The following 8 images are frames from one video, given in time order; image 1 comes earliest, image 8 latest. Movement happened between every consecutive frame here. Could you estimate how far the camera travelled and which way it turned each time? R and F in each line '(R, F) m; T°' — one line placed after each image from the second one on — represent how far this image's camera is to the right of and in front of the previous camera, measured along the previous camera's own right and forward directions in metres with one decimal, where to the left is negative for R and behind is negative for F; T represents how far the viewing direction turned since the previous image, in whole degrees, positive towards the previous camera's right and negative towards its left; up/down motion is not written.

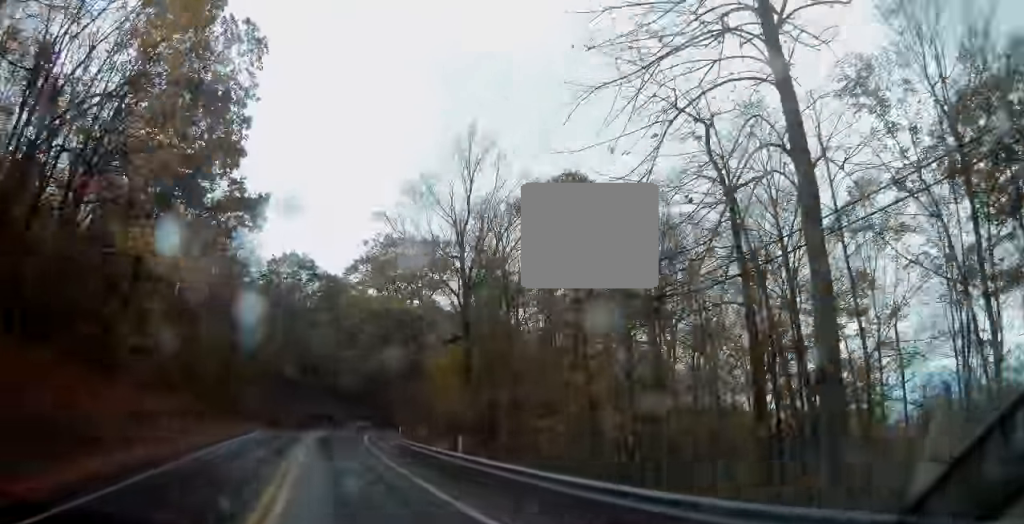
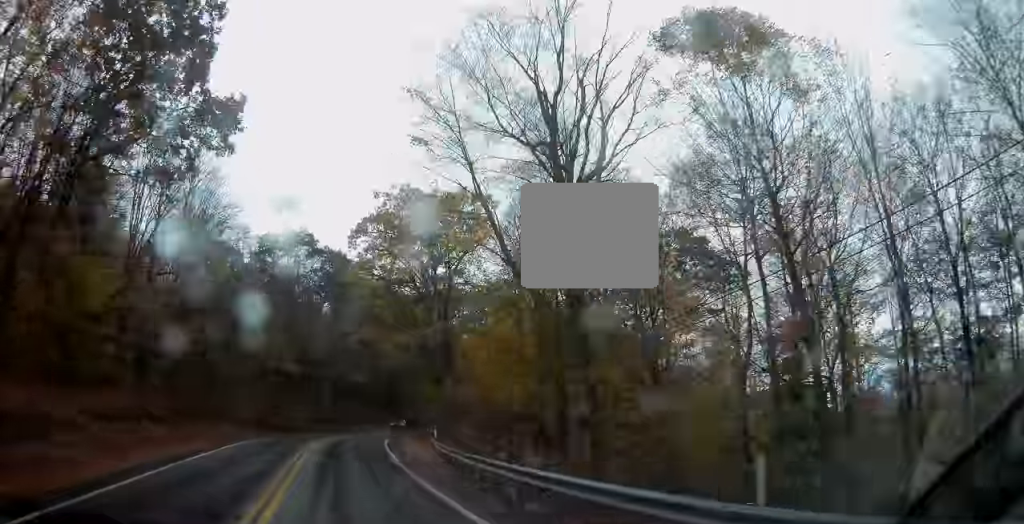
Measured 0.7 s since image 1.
(0.0, +12.9) m; -1°
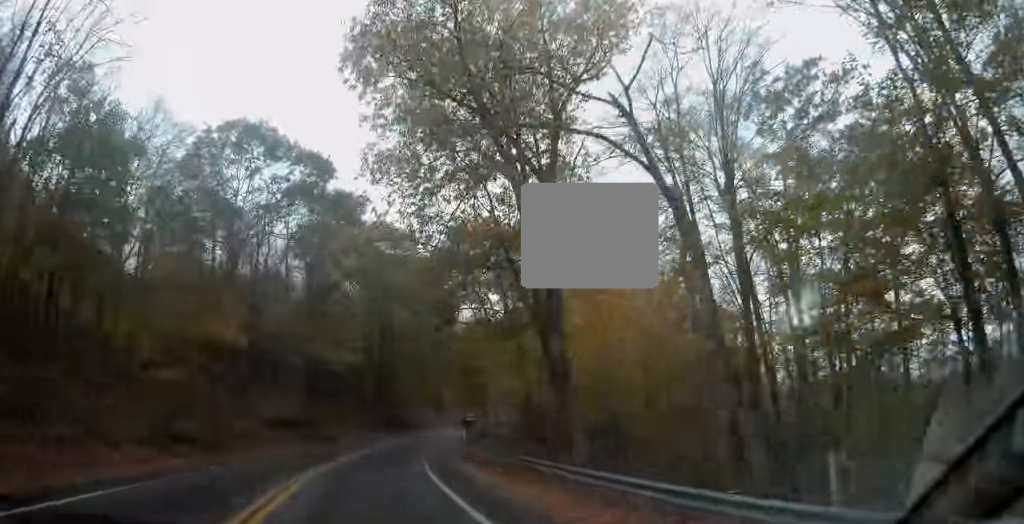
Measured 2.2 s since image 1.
(-0.1, +27.9) m; +2°
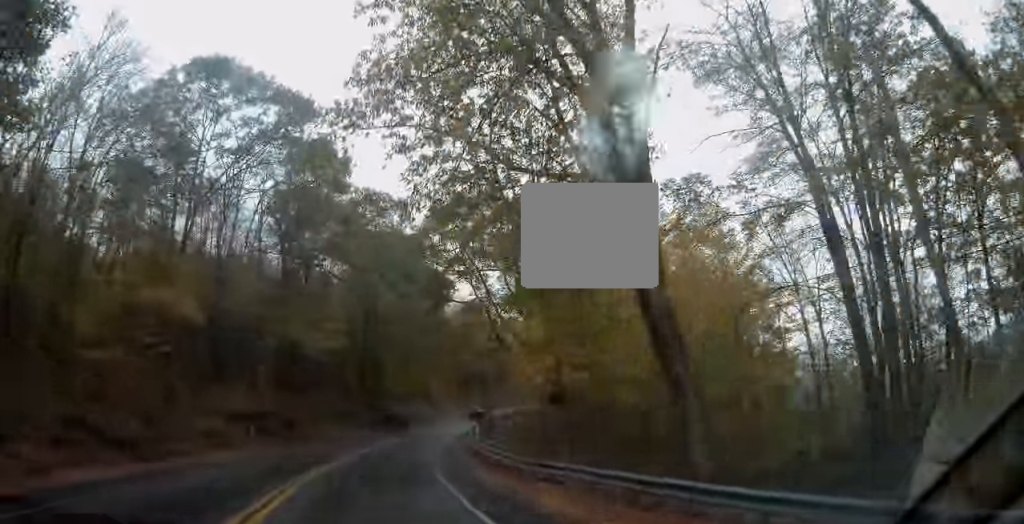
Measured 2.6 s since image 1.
(-0.1, +8.1) m; +2°
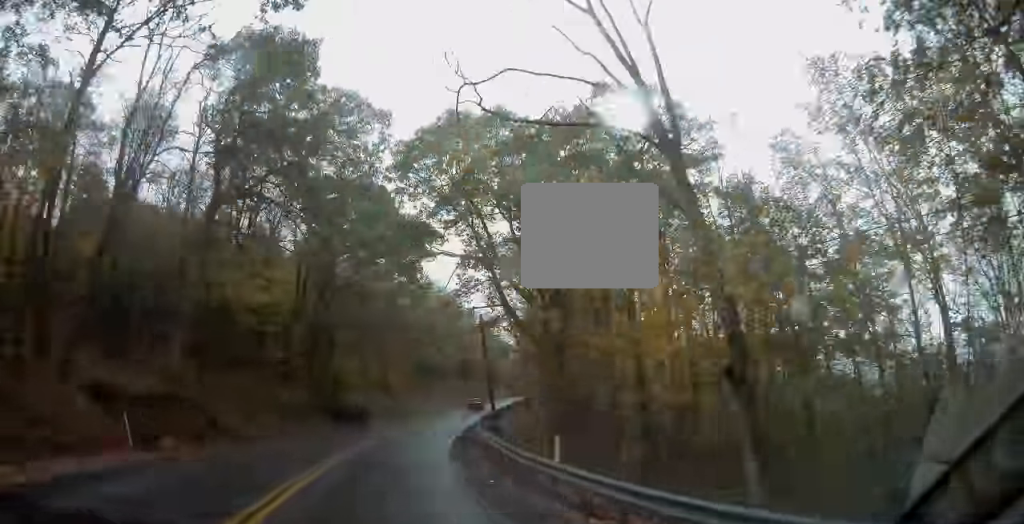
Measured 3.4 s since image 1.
(+0.5, +14.8) m; +11°
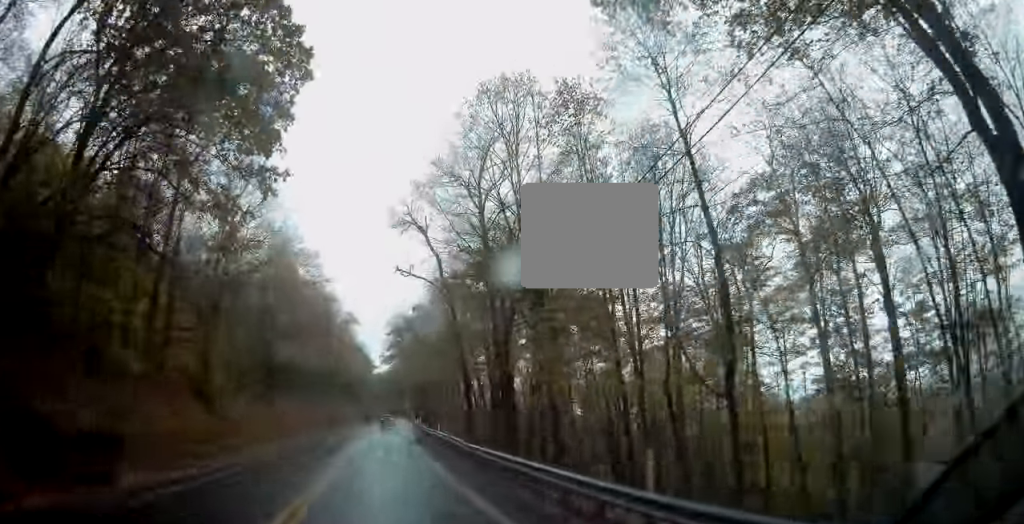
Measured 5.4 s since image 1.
(+2.8, +36.6) m; +5°
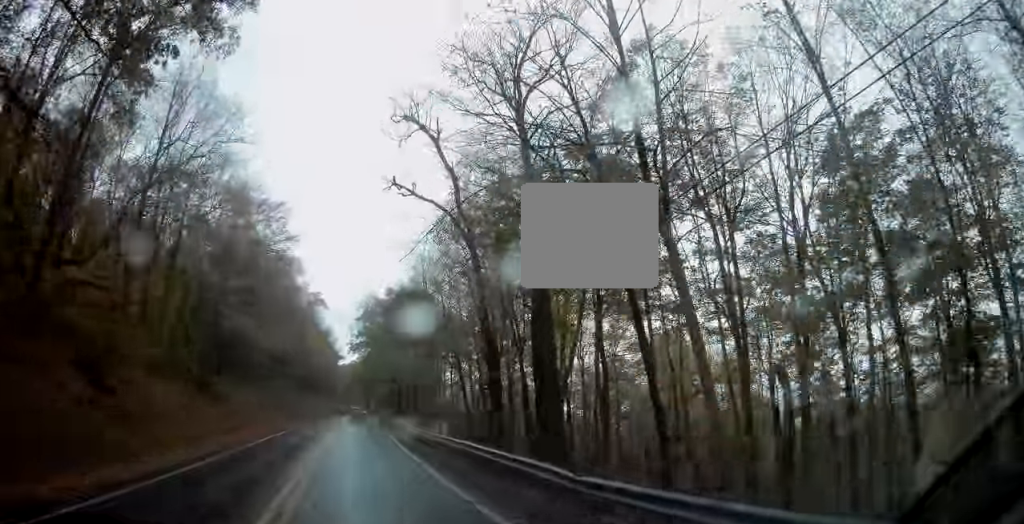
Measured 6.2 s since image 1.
(+1.2, +13.3) m; +6°
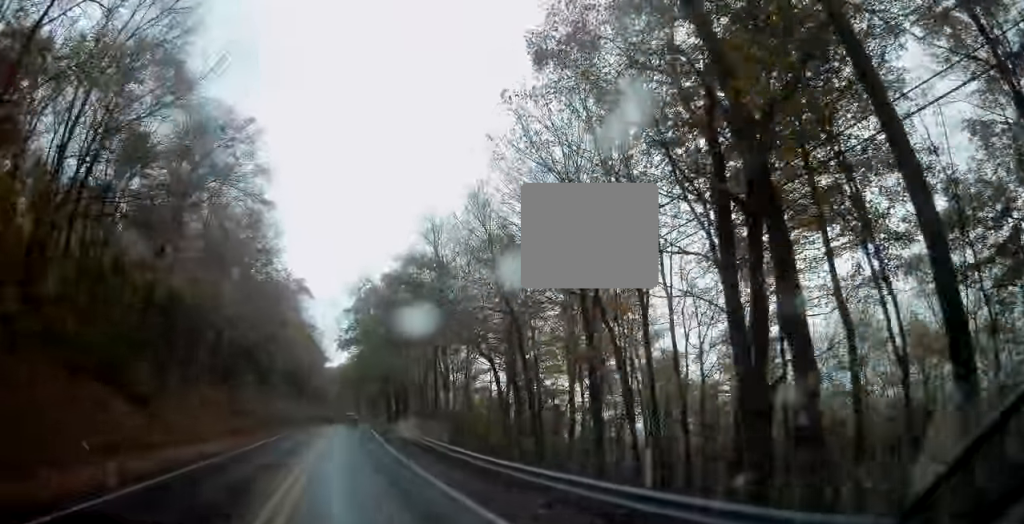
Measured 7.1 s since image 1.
(+1.2, +17.2) m; +5°
